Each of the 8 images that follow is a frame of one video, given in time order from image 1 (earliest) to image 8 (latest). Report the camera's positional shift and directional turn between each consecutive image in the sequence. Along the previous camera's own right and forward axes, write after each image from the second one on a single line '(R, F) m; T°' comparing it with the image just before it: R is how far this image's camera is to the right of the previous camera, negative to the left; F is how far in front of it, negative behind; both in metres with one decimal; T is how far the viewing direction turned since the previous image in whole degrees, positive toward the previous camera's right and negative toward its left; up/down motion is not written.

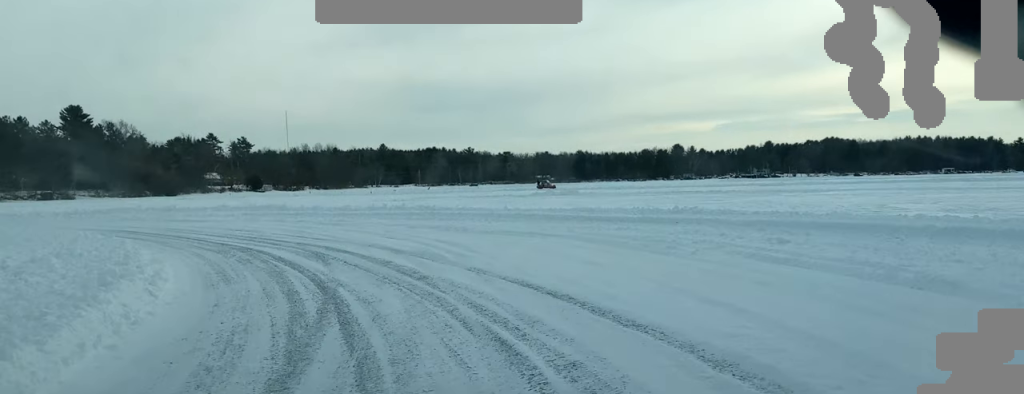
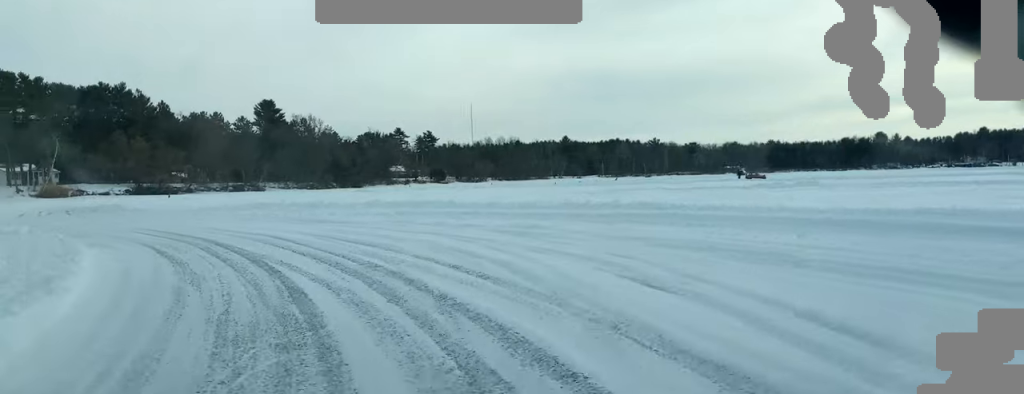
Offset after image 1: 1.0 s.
(-1.3, +14.2) m; -11°
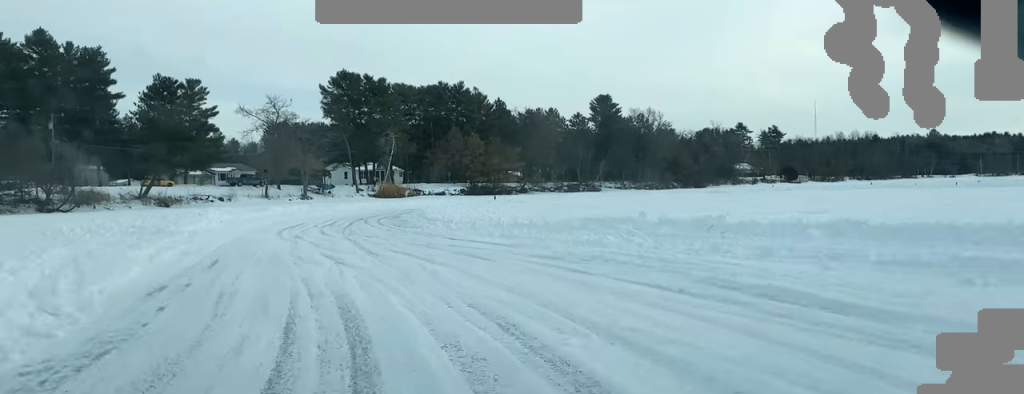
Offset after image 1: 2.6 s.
(-3.0, +21.2) m; -17°
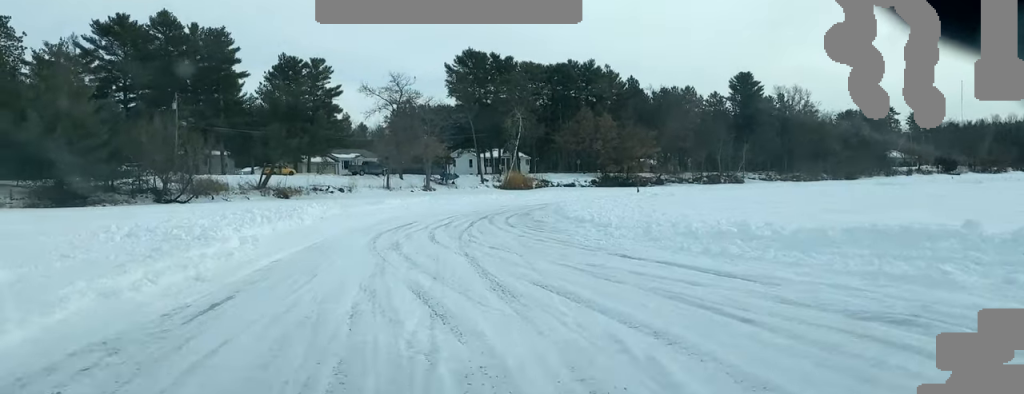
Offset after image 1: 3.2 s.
(-0.7, +9.1) m; -4°
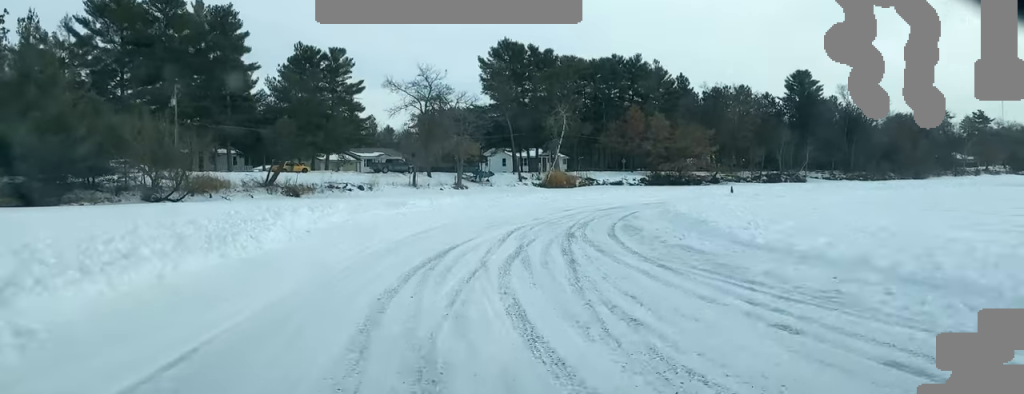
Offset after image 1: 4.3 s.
(-0.6, +15.7) m; -1°
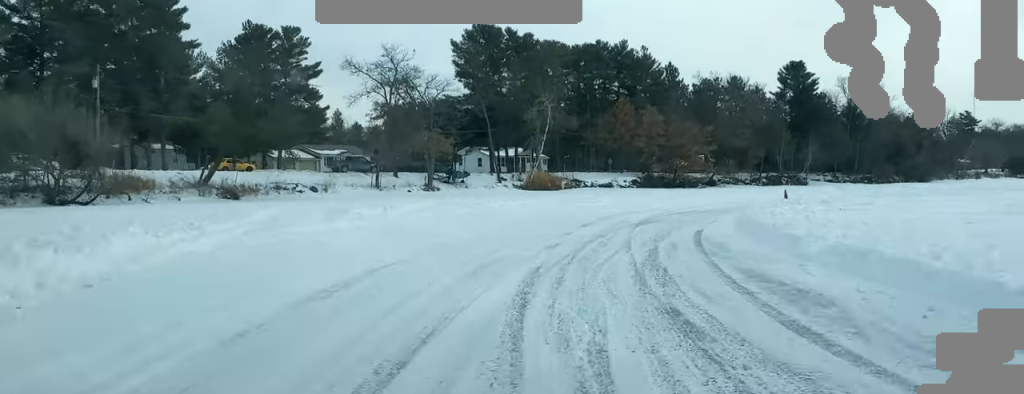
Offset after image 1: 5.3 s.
(+0.4, +14.6) m; +5°
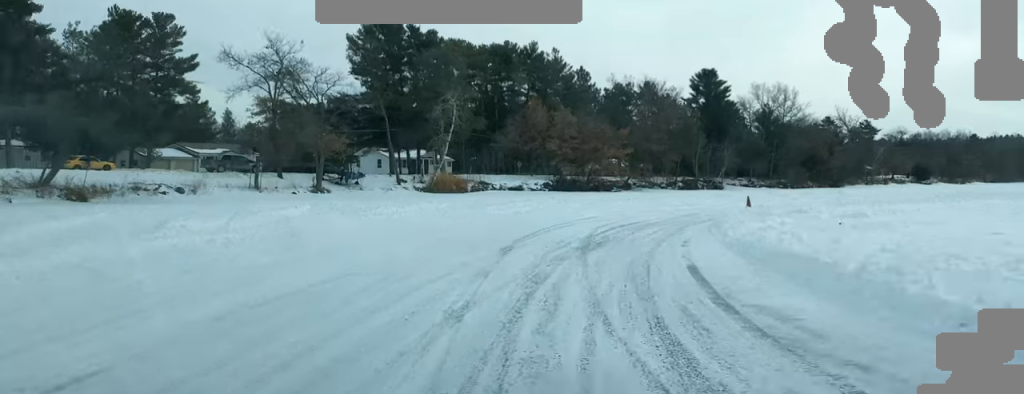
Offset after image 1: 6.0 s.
(+0.4, +9.7) m; +5°
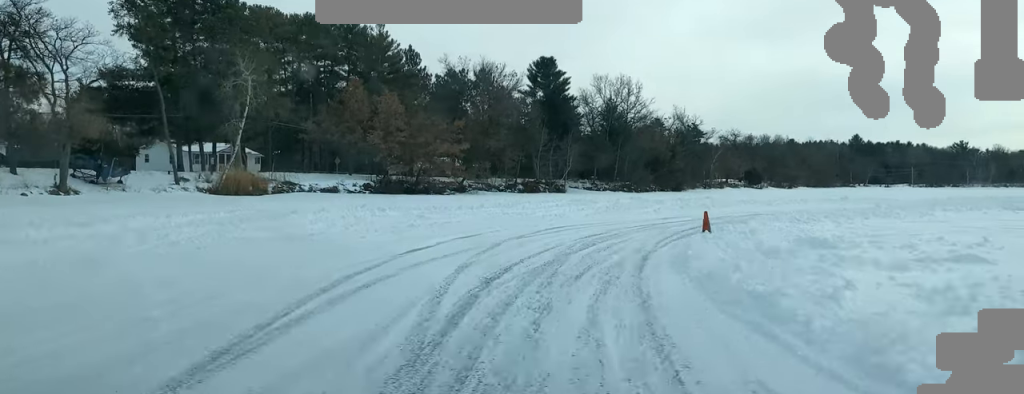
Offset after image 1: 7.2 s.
(+1.5, +16.8) m; +11°
